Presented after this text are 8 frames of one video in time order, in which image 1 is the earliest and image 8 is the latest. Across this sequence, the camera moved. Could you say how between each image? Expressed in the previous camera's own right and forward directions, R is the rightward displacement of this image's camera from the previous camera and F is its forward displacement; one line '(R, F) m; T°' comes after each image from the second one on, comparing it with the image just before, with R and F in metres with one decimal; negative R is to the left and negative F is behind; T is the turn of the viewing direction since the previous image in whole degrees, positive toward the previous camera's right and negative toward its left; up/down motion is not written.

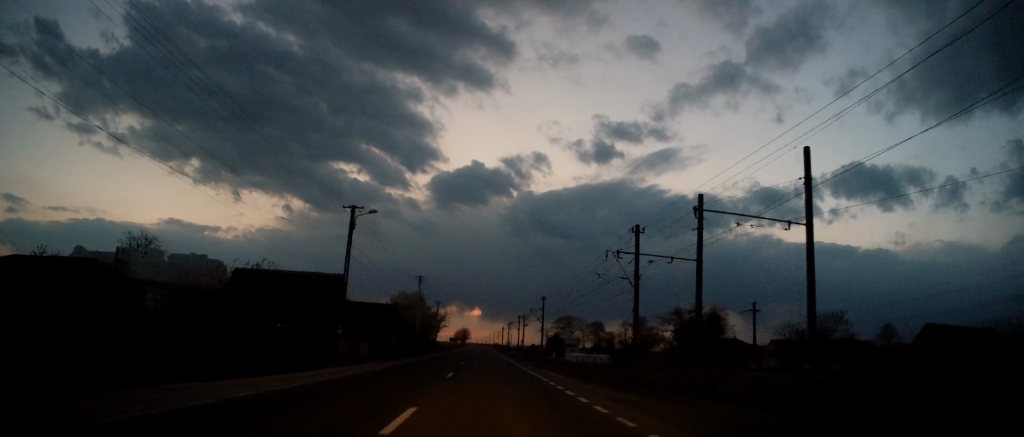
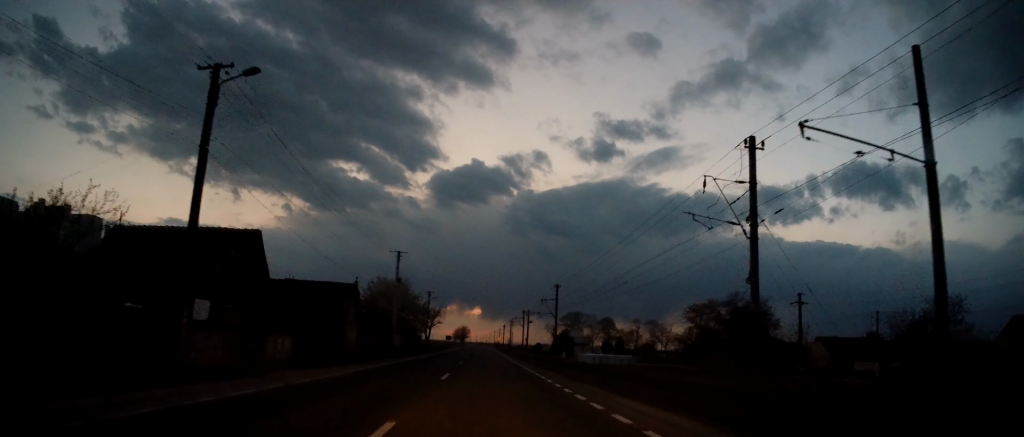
(-0.4, +15.3) m; 0°
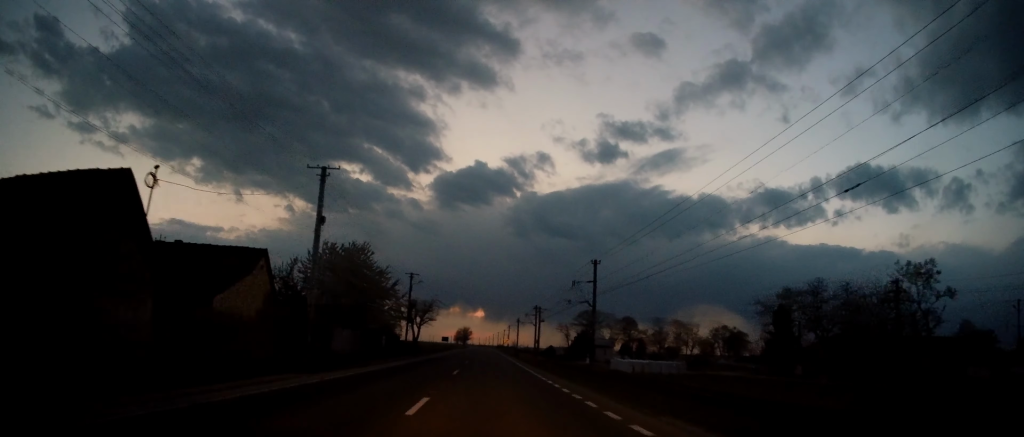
(+0.2, +22.2) m; 0°
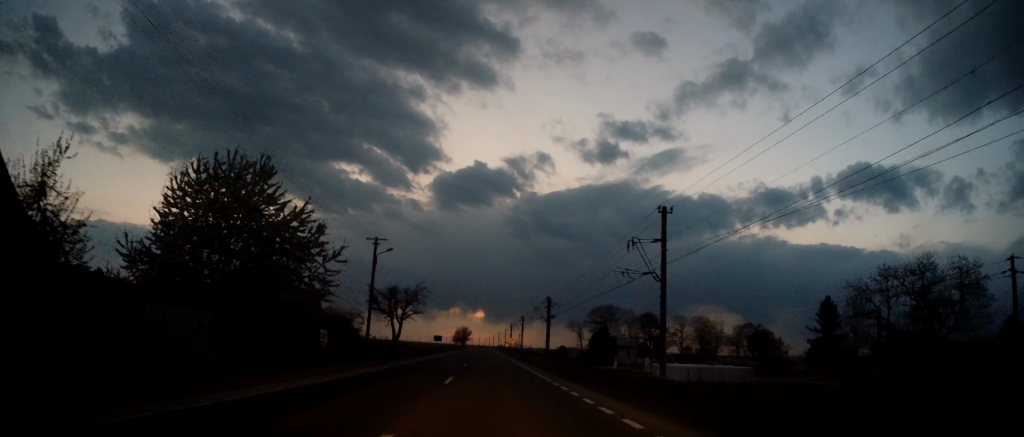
(-0.1, +18.5) m; 0°
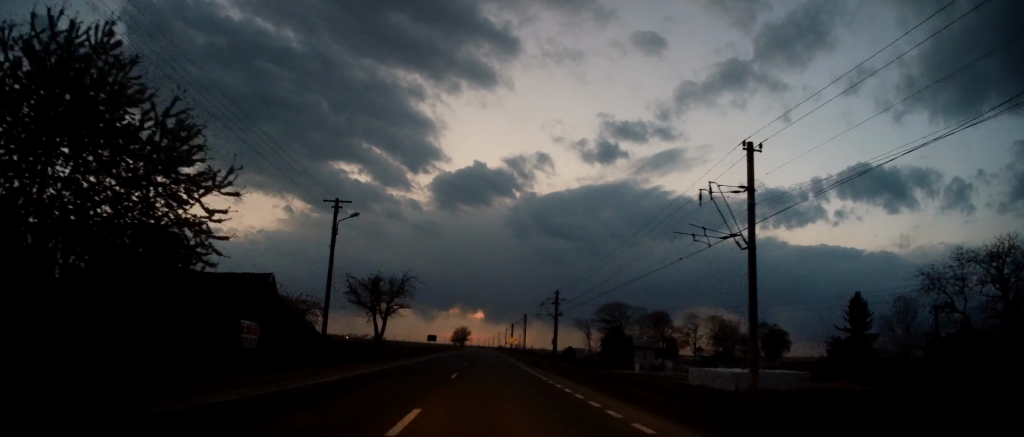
(-0.2, +10.0) m; 0°
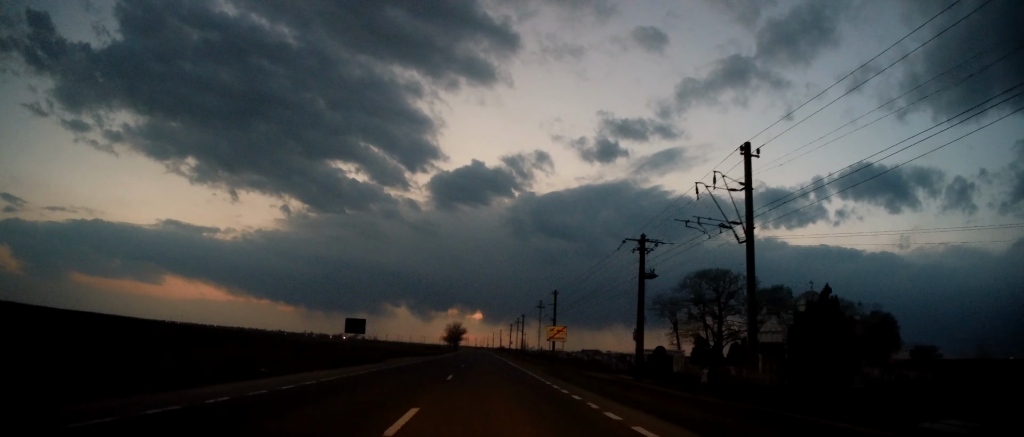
(+0.9, +52.0) m; +1°
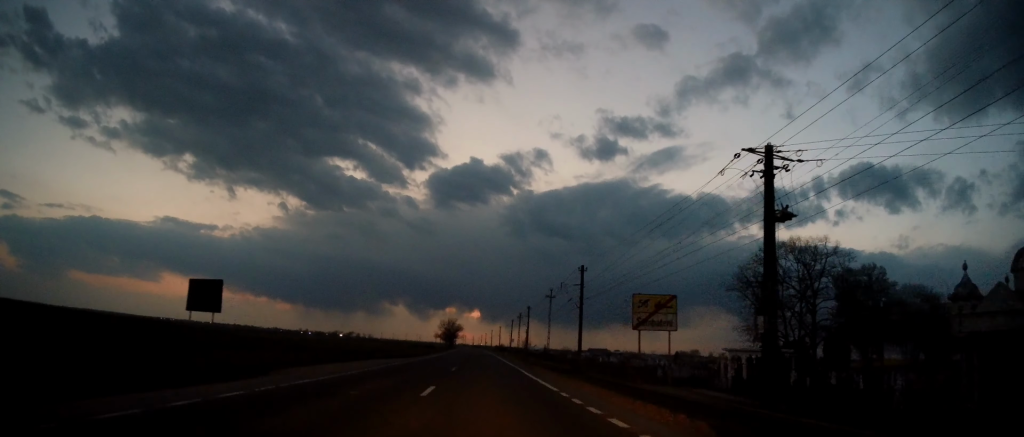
(-0.1, +20.2) m; 0°
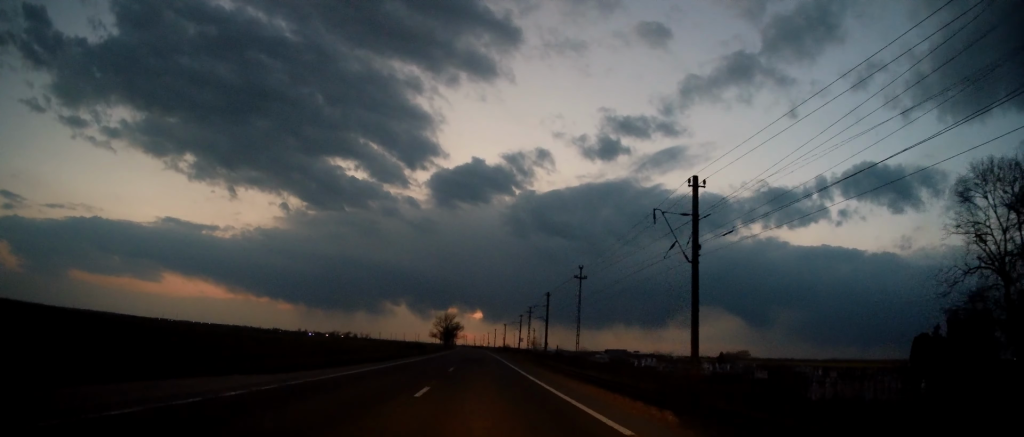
(0.0, +26.5) m; 0°
